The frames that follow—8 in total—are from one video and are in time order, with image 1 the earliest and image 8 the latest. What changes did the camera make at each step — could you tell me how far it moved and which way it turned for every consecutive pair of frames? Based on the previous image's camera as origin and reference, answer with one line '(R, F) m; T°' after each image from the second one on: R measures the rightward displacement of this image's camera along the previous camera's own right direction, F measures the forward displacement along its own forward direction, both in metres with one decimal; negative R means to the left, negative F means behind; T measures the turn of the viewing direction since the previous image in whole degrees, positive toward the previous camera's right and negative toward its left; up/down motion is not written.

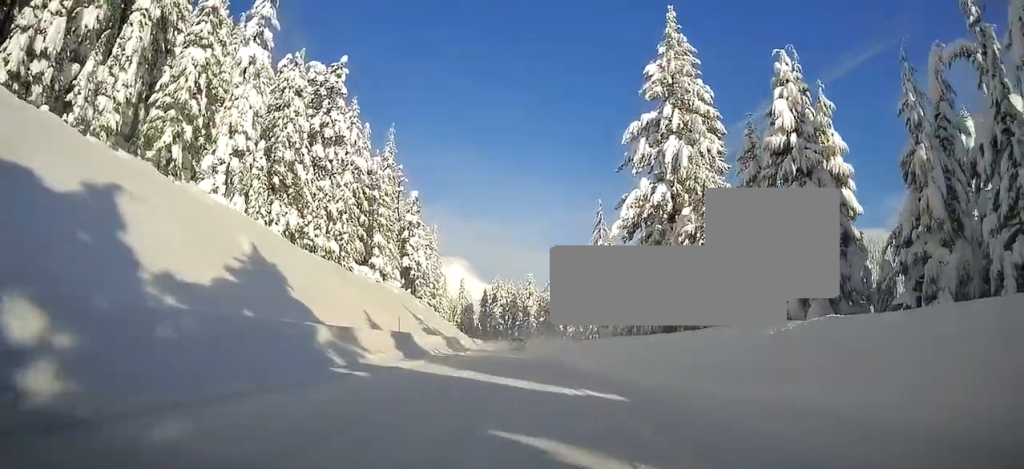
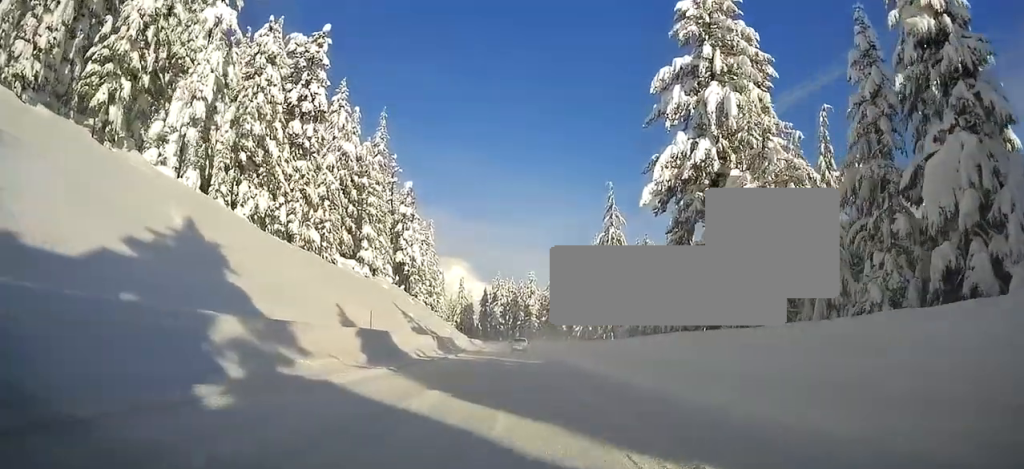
(+0.2, +10.2) m; +1°
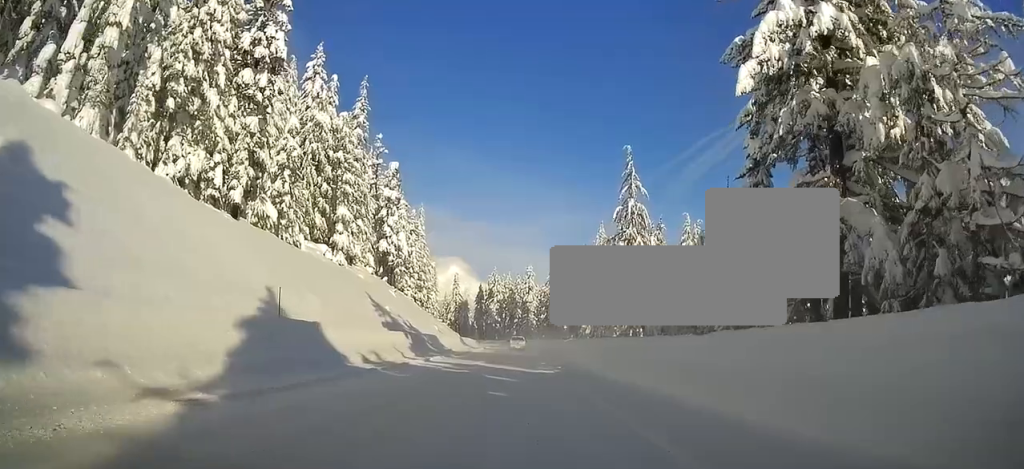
(+0.2, +15.3) m; 0°
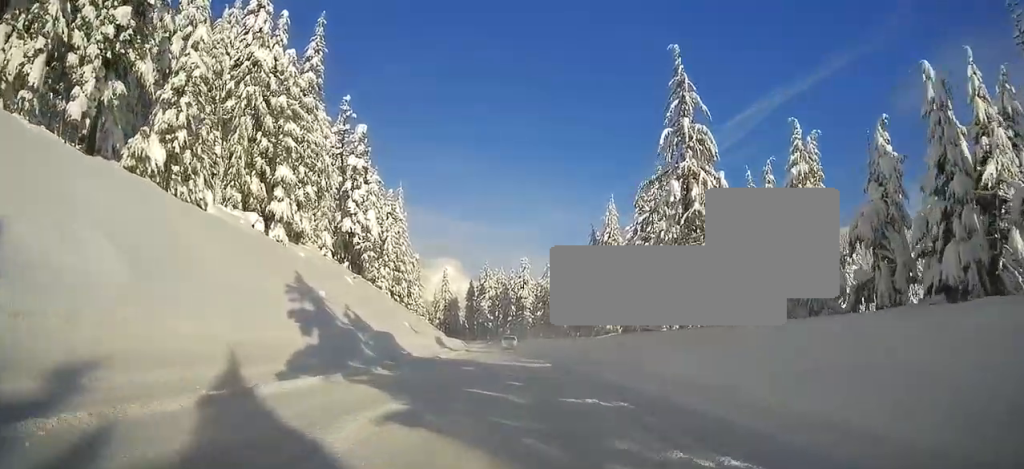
(+0.1, +24.2) m; 0°
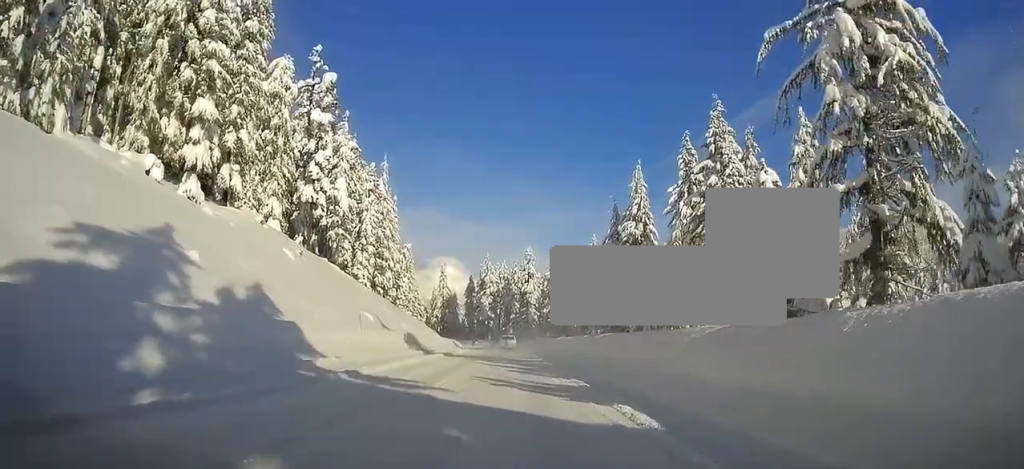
(-0.2, +23.6) m; -1°
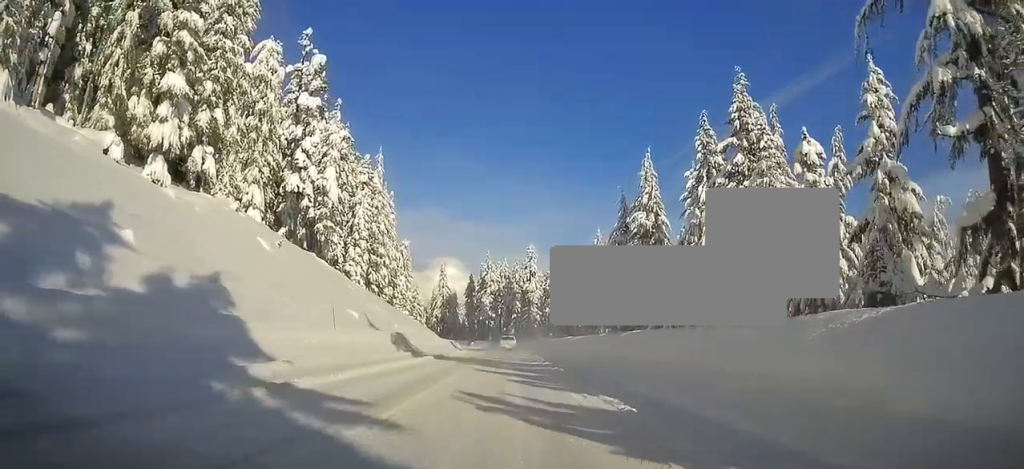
(+0.2, +6.5) m; -1°
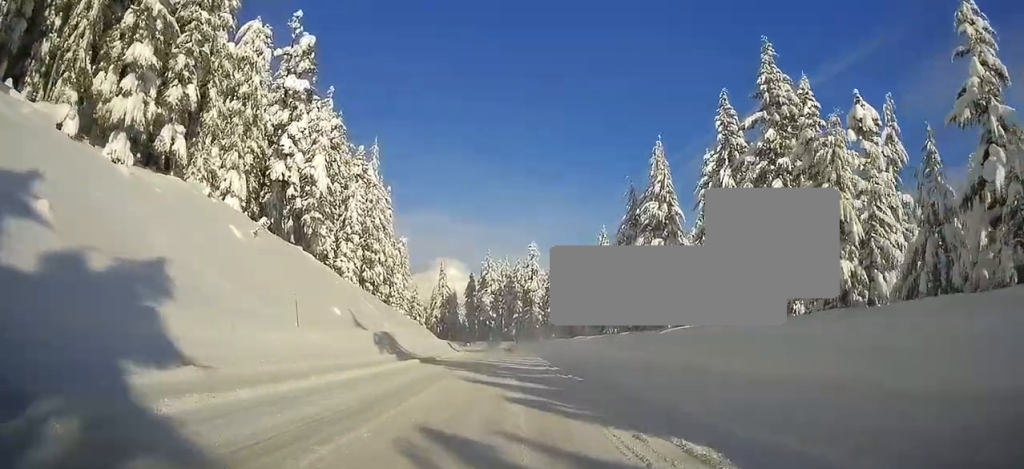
(-0.1, +6.2) m; -1°
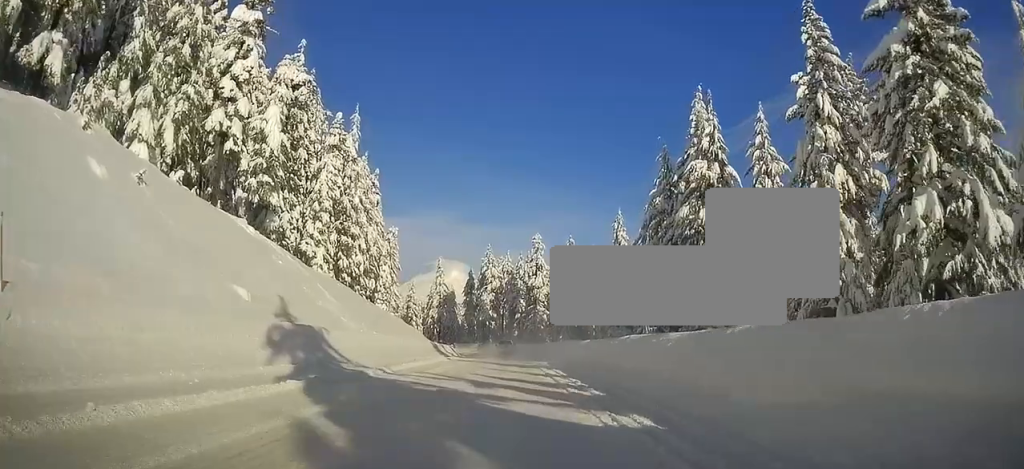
(-0.4, +18.5) m; 0°
